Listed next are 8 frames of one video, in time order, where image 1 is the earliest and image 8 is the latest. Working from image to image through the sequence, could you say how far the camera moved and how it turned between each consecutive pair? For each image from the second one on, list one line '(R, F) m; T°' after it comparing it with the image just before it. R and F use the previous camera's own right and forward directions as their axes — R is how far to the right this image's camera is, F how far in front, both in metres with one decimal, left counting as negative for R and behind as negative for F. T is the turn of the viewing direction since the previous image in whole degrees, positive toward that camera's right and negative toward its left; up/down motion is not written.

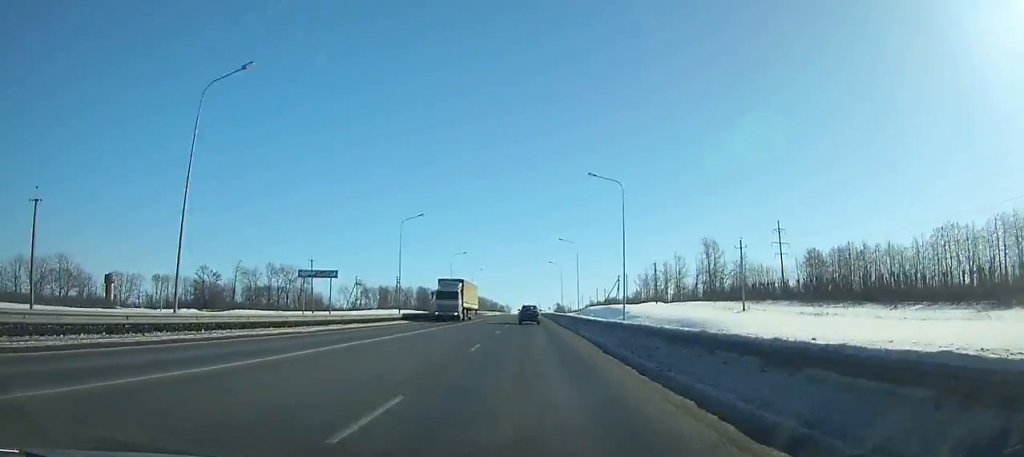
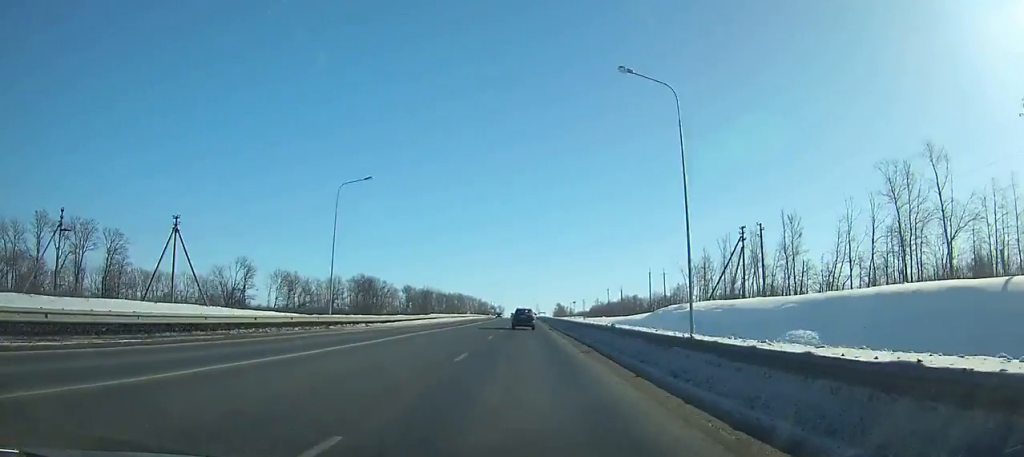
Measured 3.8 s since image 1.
(-0.3, +97.8) m; 0°
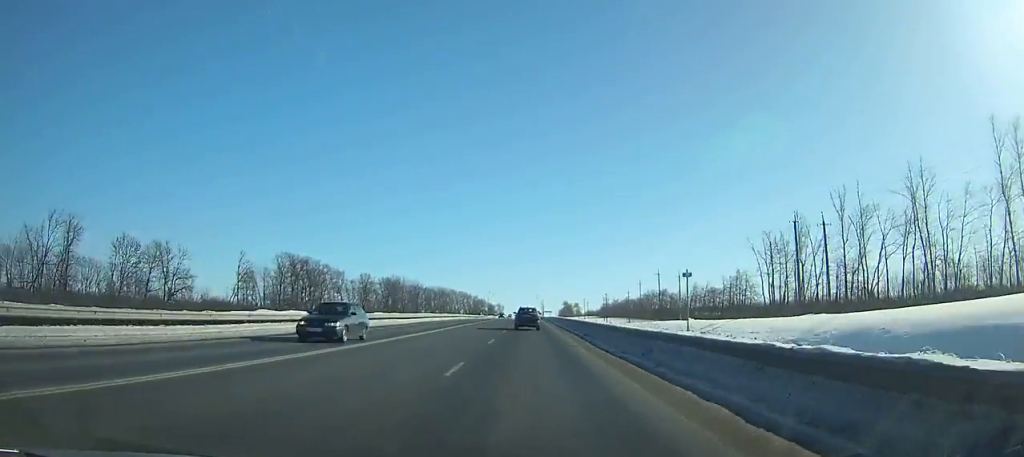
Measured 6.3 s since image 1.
(-0.1, +64.2) m; 0°
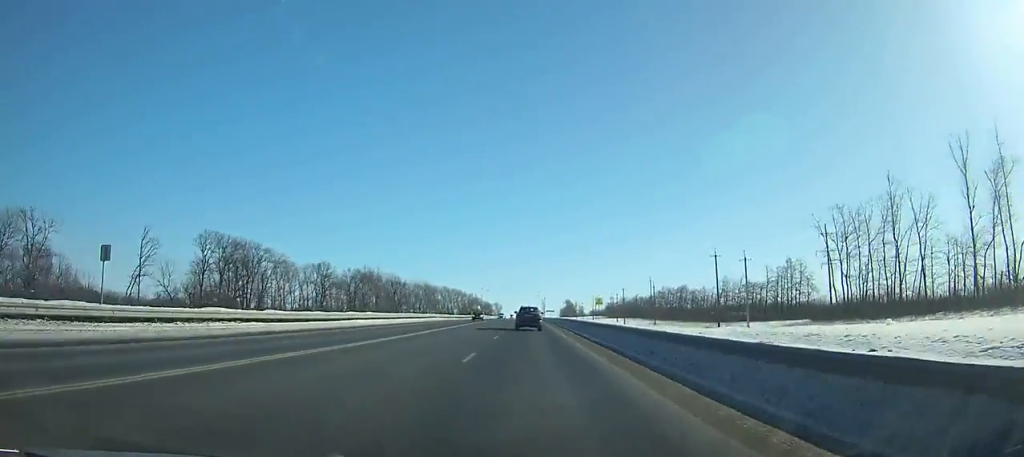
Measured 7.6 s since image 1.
(+0.2, +33.4) m; 0°
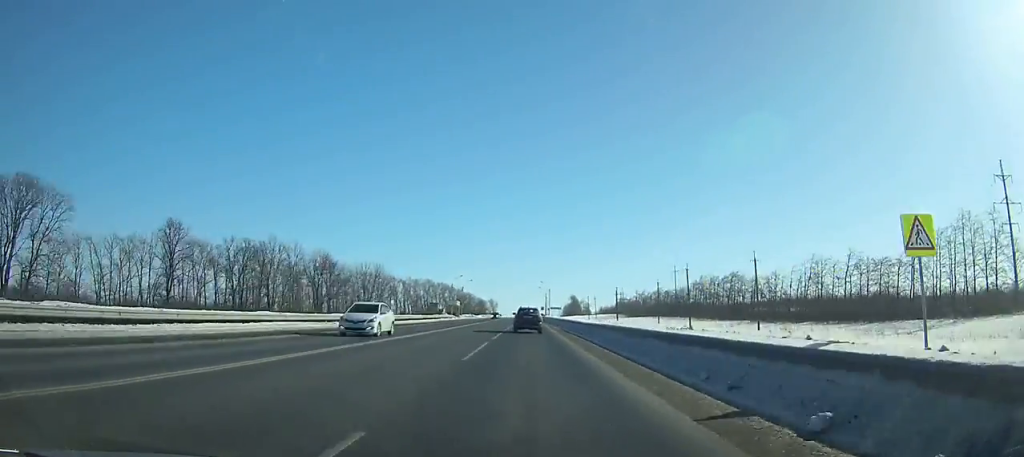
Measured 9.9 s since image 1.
(+0.2, +58.9) m; 0°
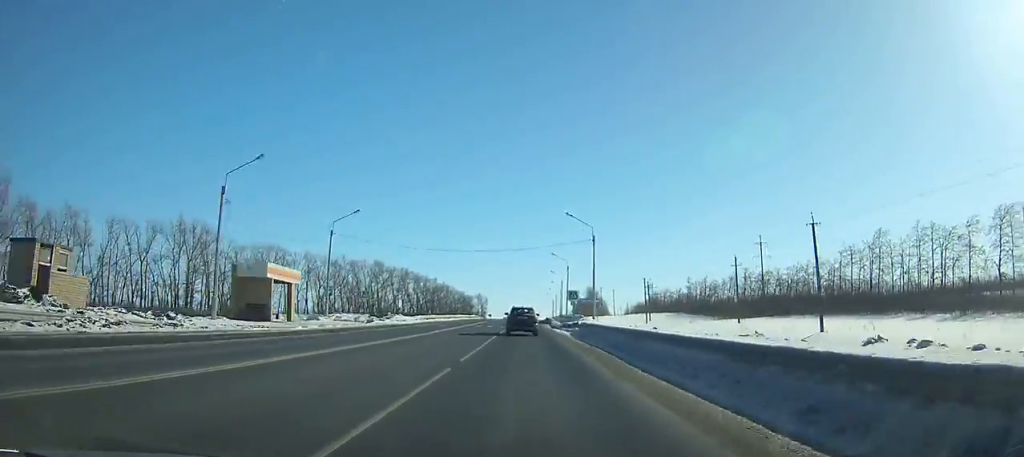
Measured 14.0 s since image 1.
(-0.6, +104.3) m; 0°
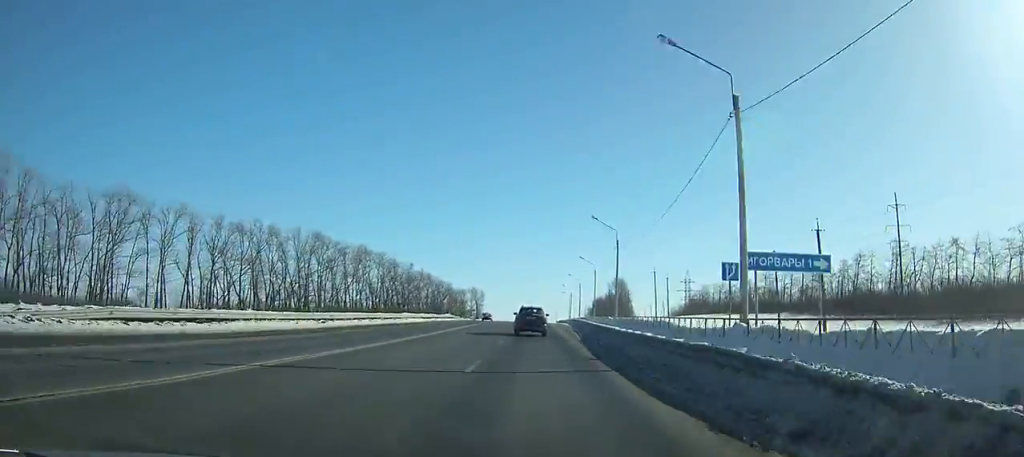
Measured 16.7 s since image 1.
(-0.1, +67.9) m; 0°
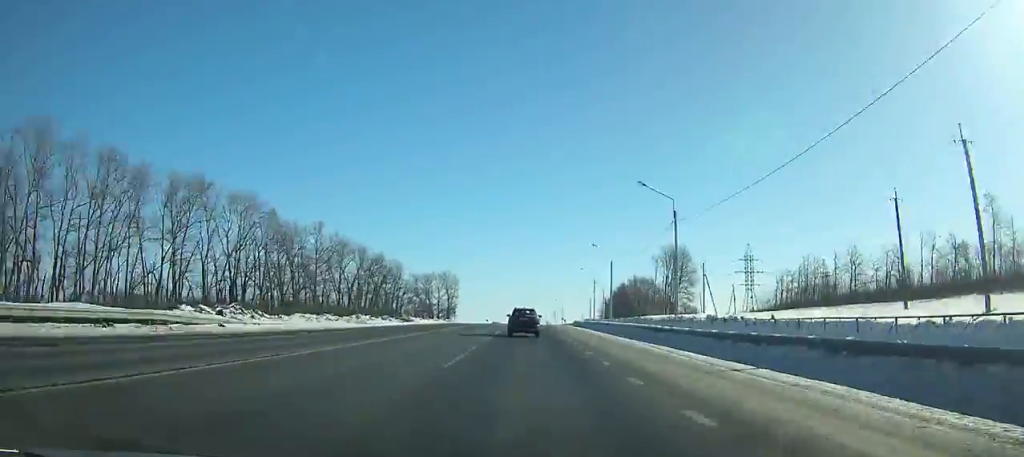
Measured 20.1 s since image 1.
(+0.2, +84.7) m; 0°
